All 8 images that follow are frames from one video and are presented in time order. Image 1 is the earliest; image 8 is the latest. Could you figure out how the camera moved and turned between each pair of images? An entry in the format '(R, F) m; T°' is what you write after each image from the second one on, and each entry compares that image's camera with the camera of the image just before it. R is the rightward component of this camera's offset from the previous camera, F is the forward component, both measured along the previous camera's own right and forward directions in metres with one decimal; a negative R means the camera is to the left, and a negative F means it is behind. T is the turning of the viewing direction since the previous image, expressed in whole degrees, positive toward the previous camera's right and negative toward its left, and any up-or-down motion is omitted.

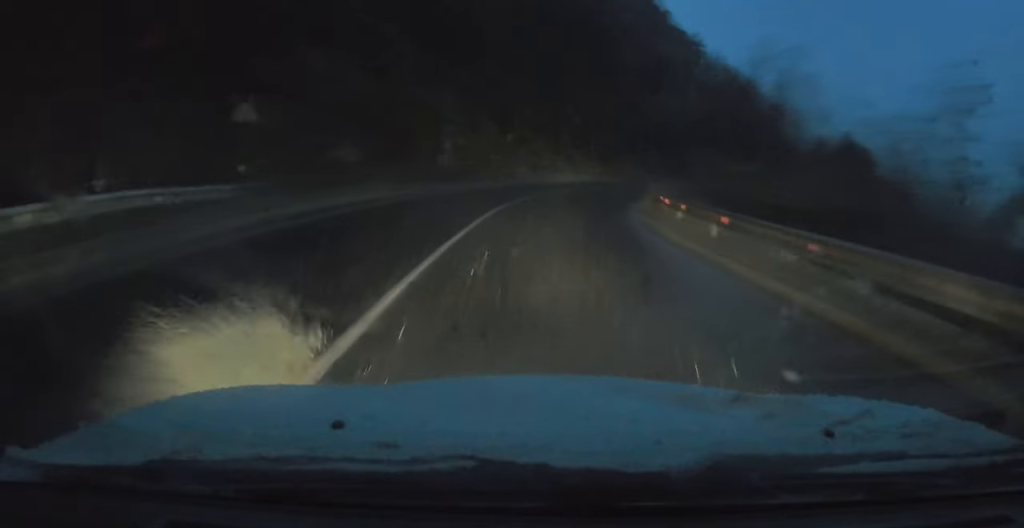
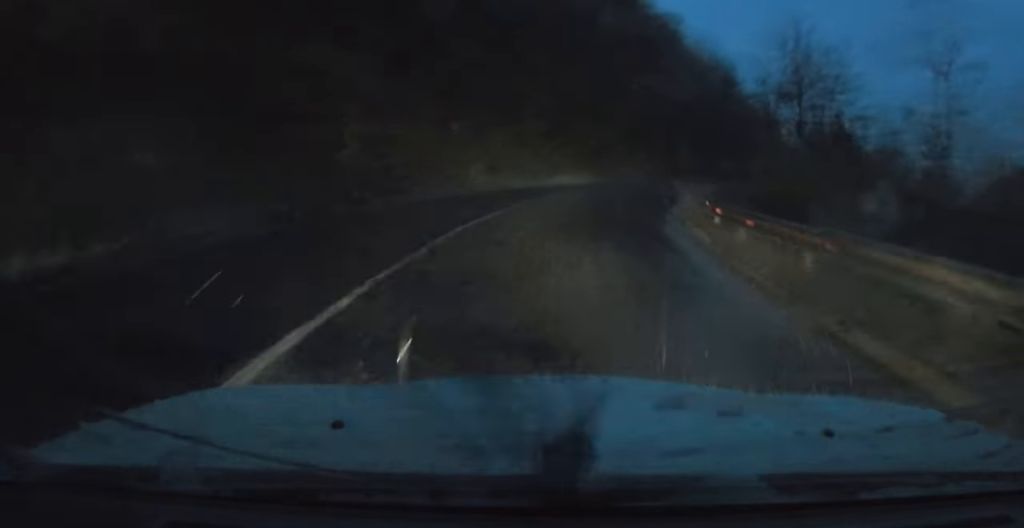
(+0.6, +12.4) m; +7°
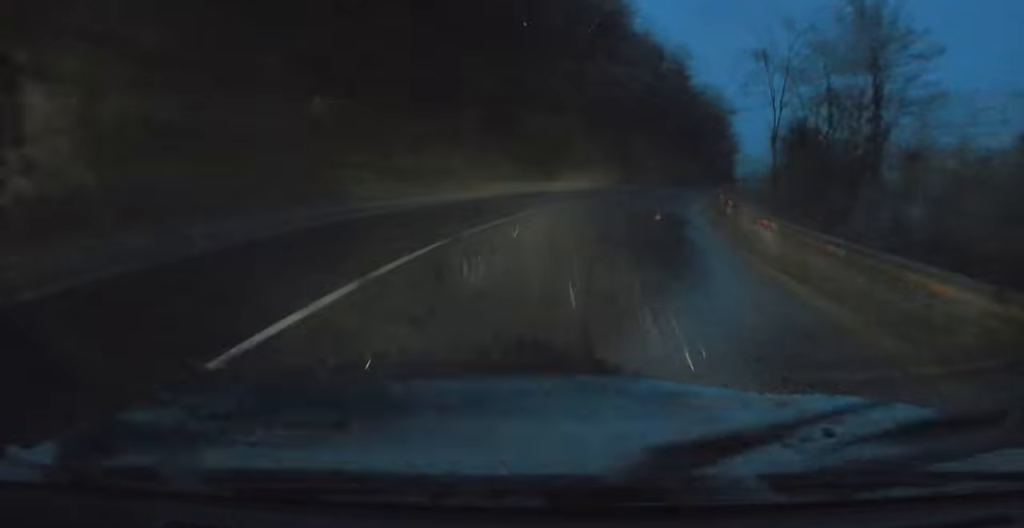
(+0.8, +11.3) m; +8°
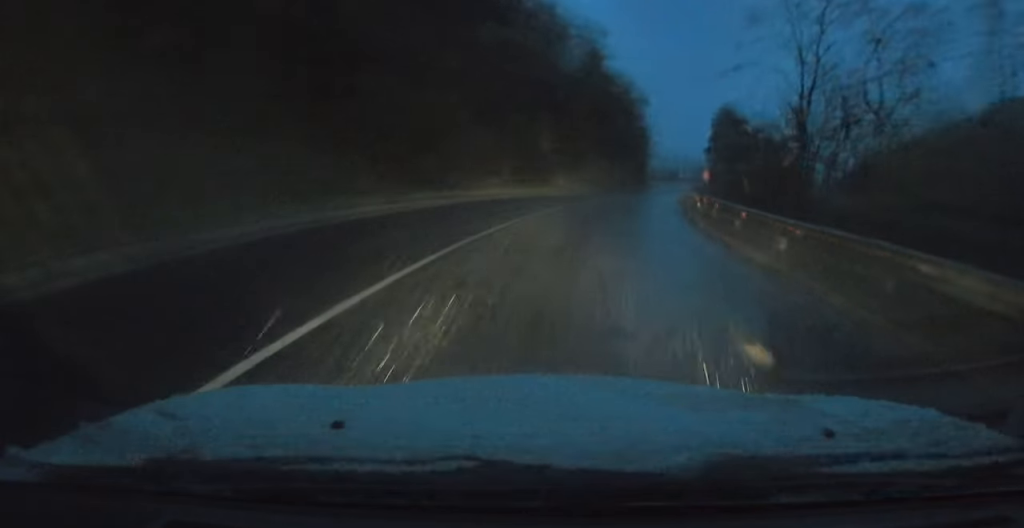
(+1.2, +14.2) m; +7°
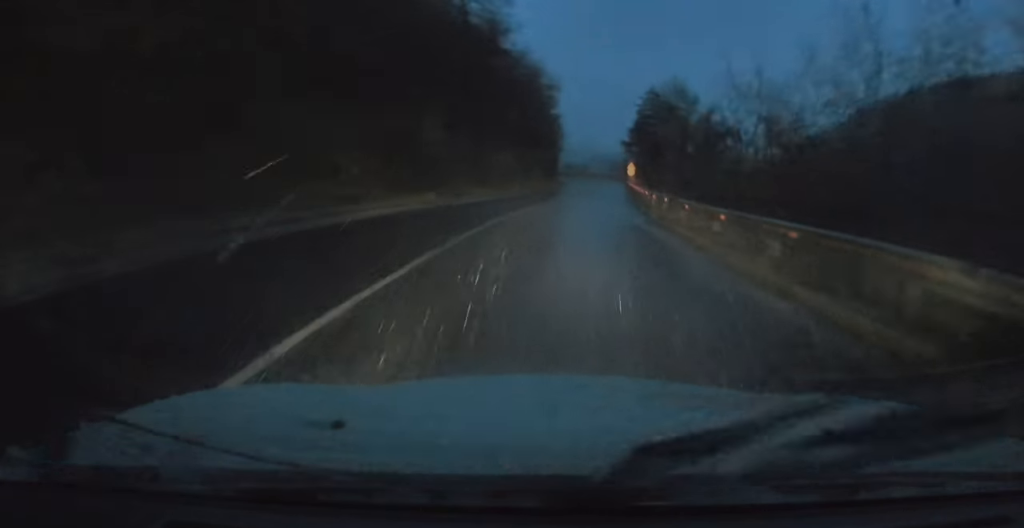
(+0.4, +14.3) m; +3°
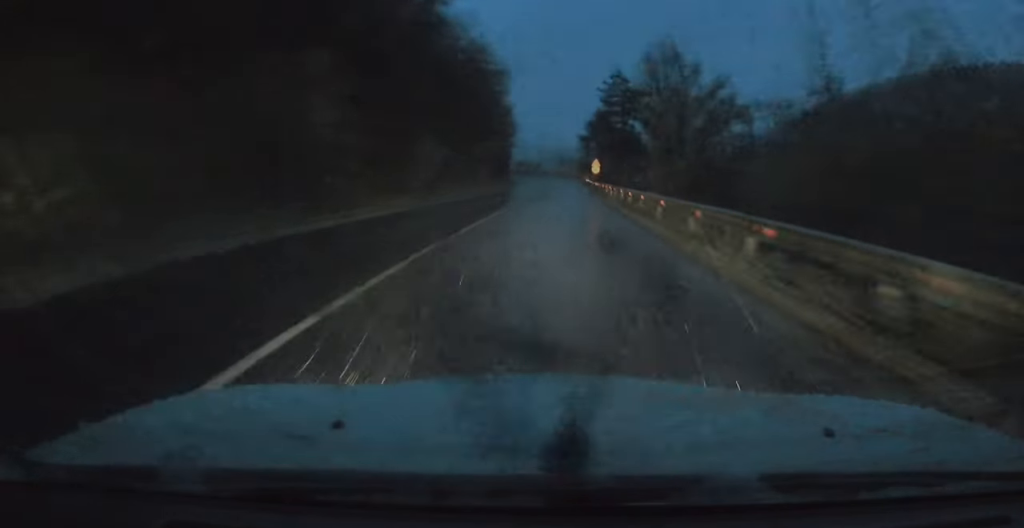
(+0.3, +12.9) m; +2°
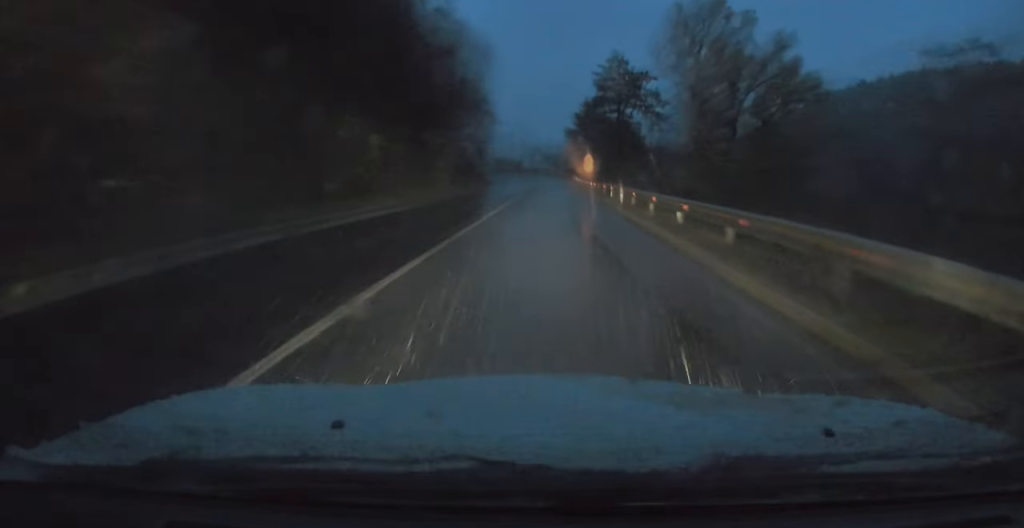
(+0.1, +11.5) m; +1°
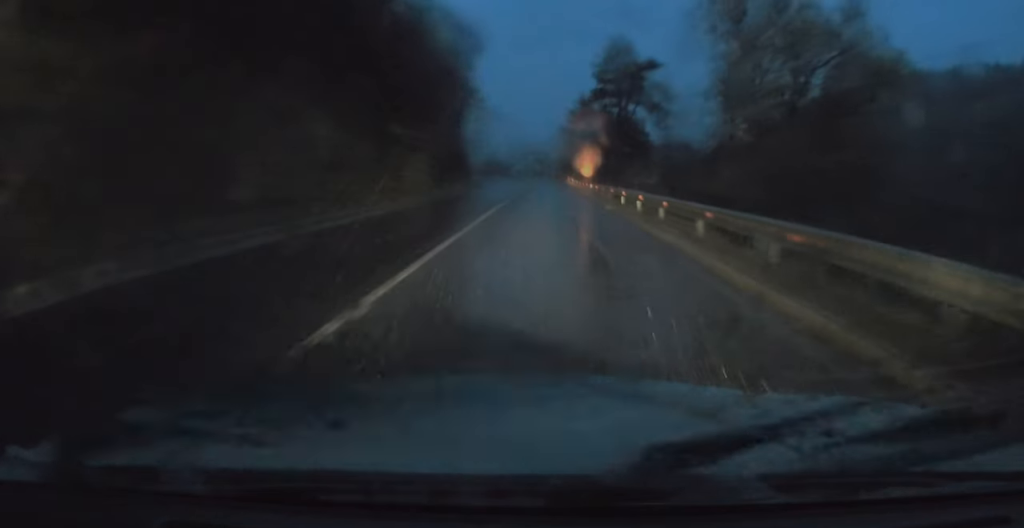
(0.0, +6.0) m; 0°
